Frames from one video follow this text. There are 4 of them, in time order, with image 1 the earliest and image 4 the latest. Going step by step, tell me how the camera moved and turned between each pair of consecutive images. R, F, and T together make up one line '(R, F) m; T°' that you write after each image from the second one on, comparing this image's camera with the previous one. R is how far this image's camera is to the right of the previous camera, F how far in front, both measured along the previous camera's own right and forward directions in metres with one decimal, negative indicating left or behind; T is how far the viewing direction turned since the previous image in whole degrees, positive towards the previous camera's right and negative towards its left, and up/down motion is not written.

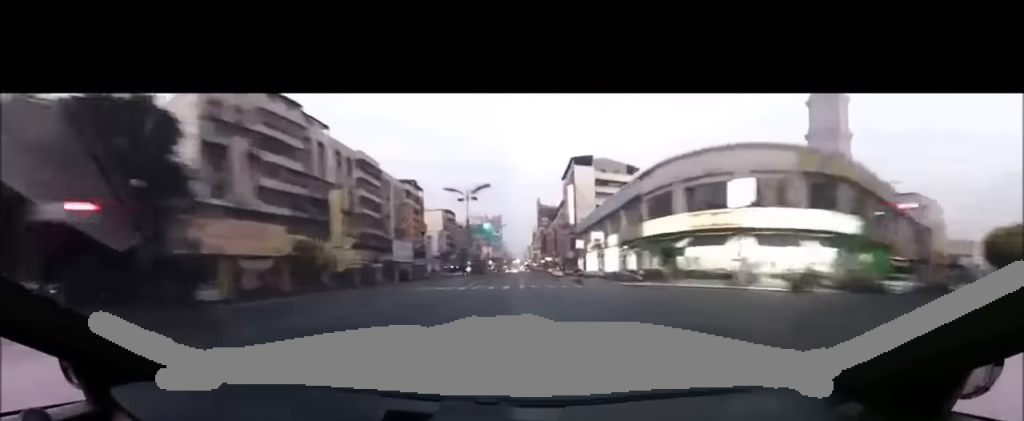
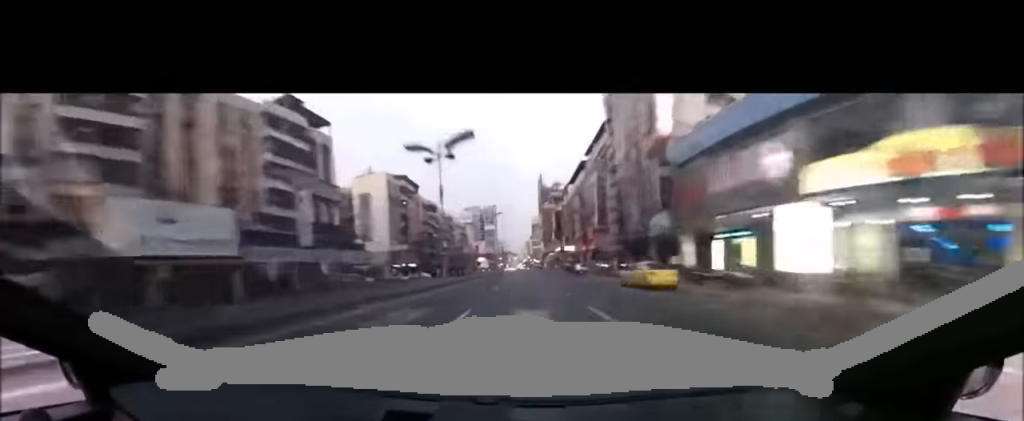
(-0.4, +35.3) m; -1°
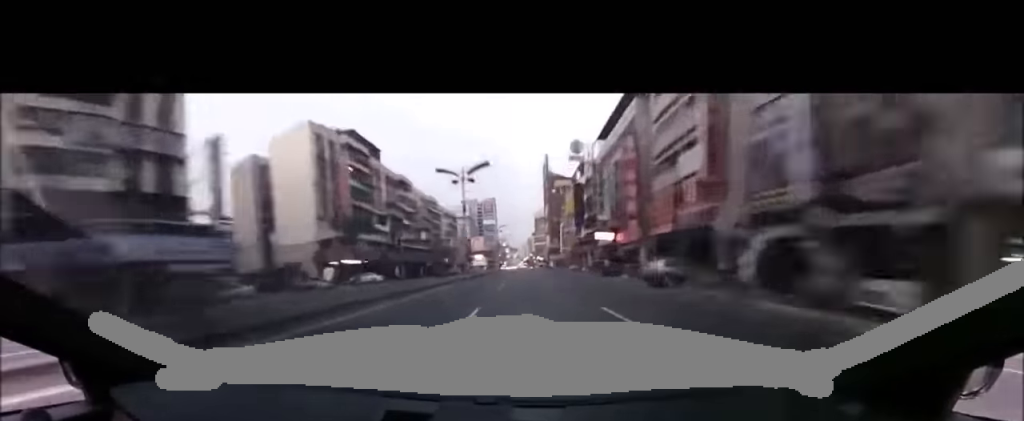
(-0.3, +21.5) m; +1°
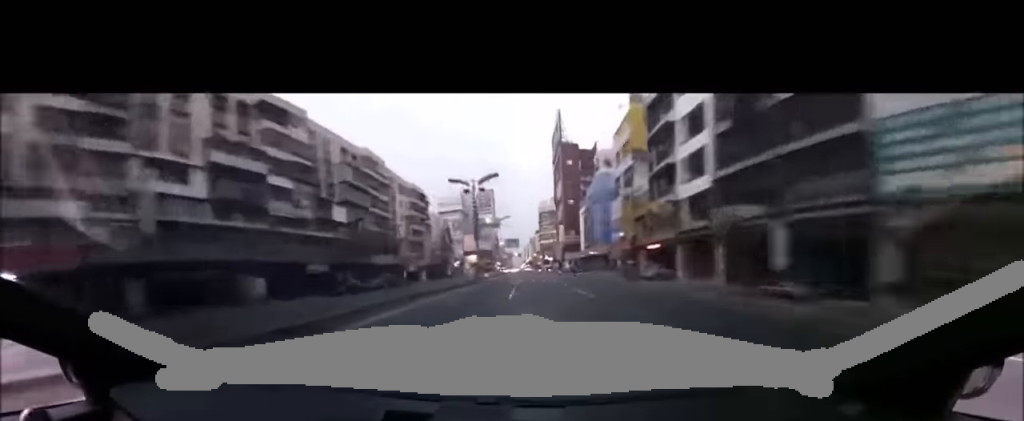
(+1.0, +34.6) m; +2°
